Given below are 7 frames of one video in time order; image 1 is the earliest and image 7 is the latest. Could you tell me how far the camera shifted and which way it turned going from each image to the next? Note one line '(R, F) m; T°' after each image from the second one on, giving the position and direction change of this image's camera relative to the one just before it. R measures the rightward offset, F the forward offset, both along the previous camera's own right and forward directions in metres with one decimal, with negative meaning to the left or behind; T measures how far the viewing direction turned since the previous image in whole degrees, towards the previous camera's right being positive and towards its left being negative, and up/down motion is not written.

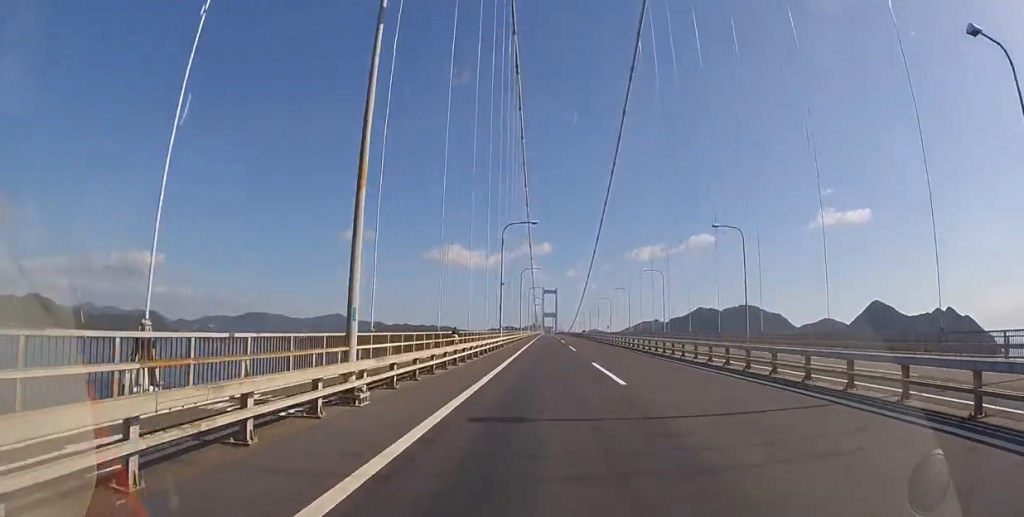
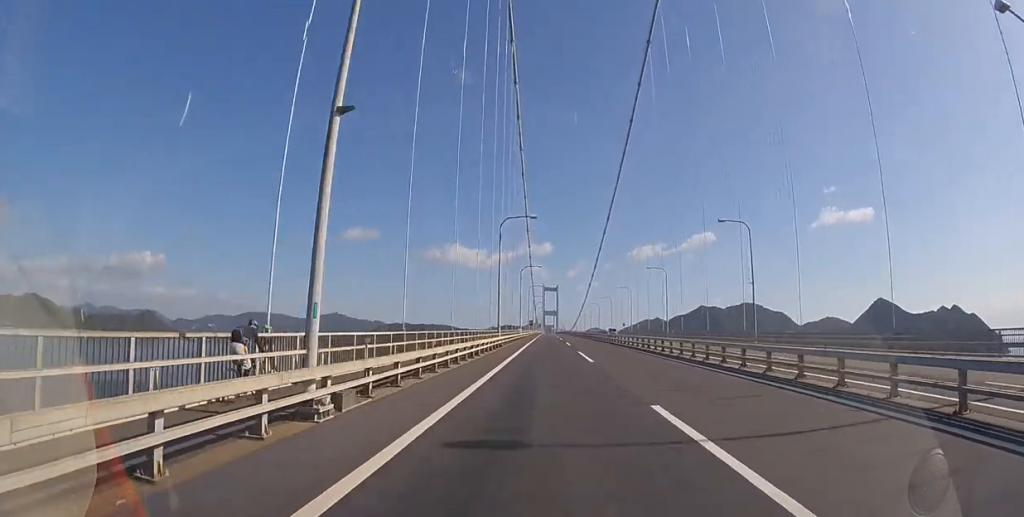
(-0.1, +31.6) m; 0°
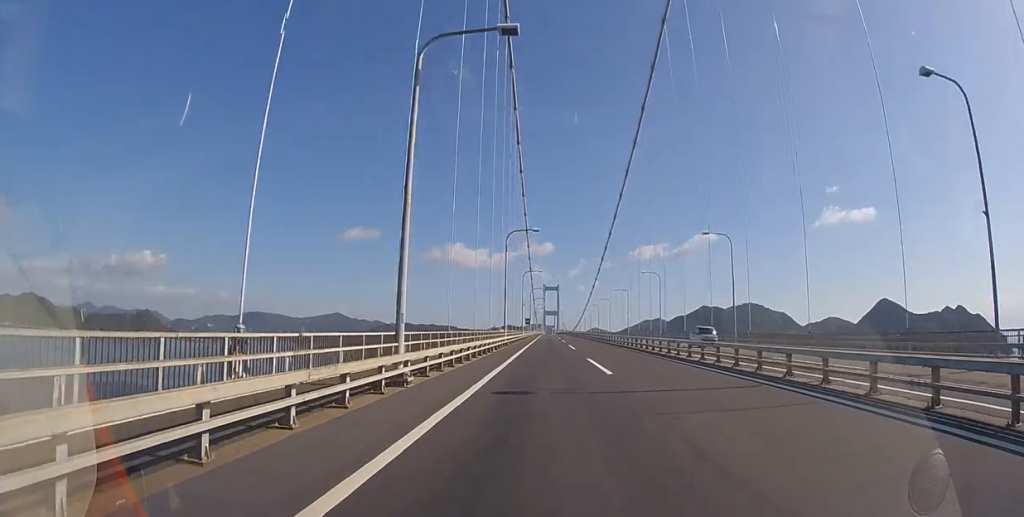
(0.0, +25.8) m; 0°
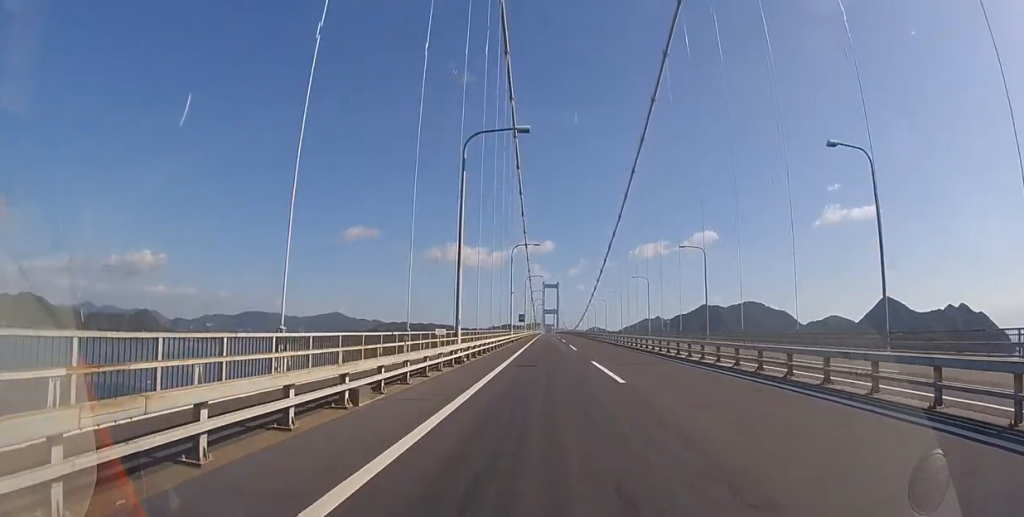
(0.0, +22.2) m; 0°
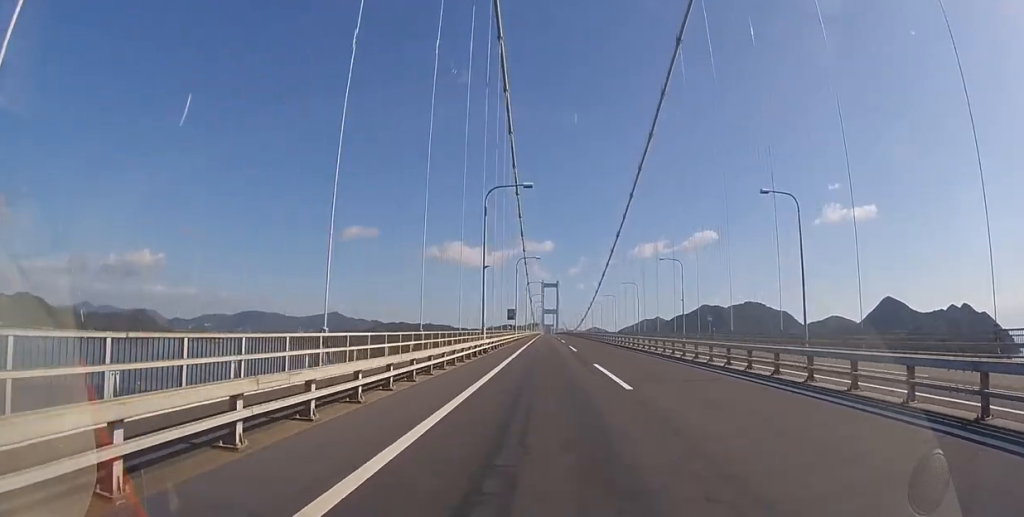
(0.0, +21.4) m; 0°
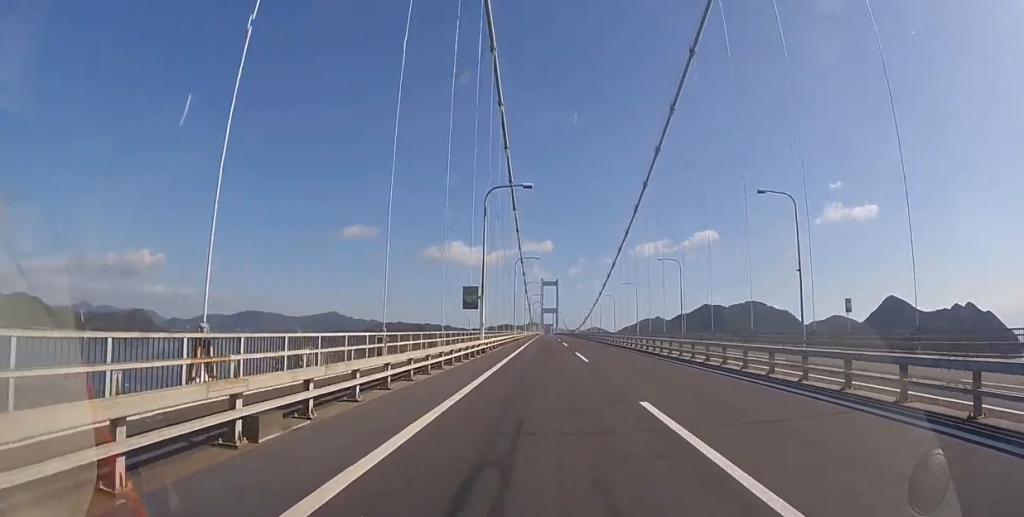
(+0.1, +29.9) m; 0°
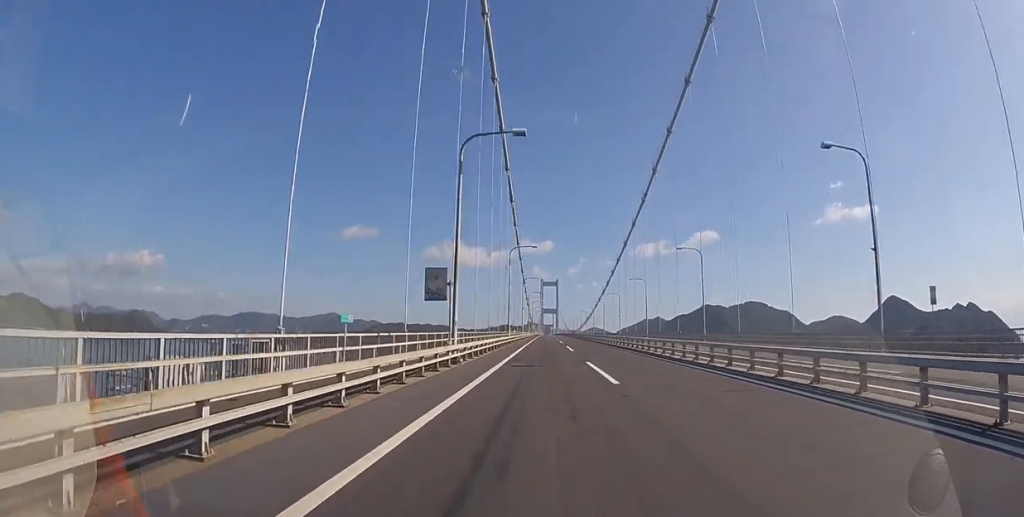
(0.0, +8.5) m; 0°
